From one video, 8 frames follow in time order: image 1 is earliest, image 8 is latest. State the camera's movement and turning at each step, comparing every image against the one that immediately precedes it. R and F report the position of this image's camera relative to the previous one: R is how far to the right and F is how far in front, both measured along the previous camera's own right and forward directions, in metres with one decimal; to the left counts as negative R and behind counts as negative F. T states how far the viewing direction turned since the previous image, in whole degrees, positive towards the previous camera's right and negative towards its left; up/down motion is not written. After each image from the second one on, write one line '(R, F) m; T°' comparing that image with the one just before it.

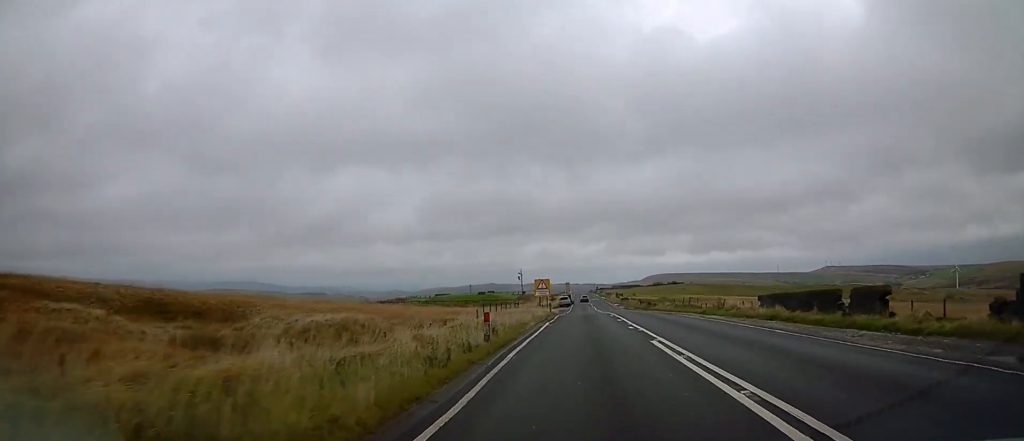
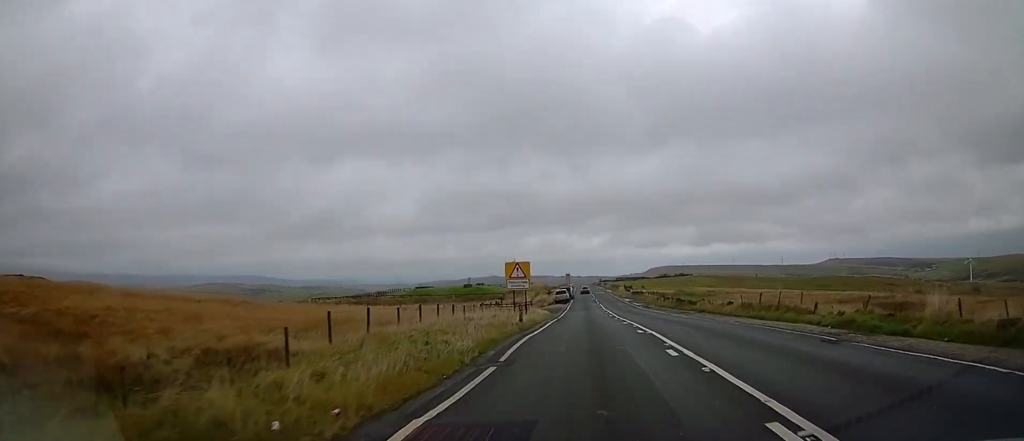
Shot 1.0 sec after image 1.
(0.0, +21.2) m; 0°
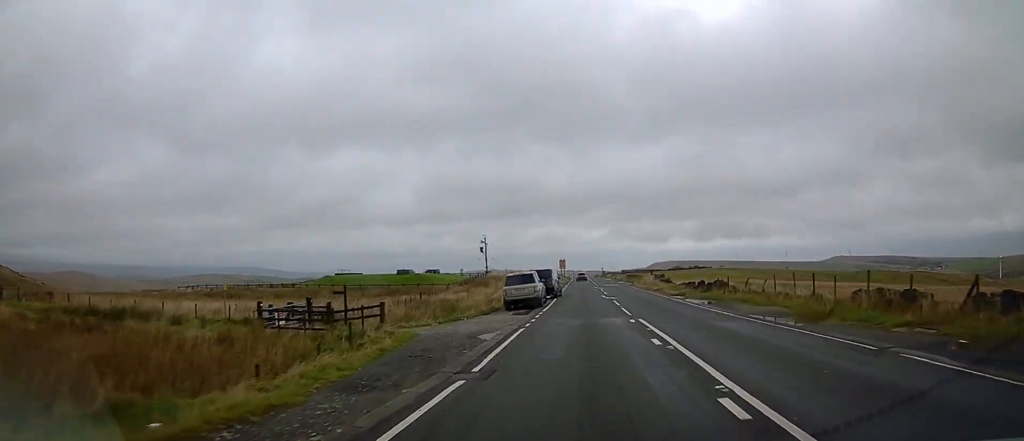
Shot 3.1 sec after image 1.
(+0.1, +47.5) m; 0°
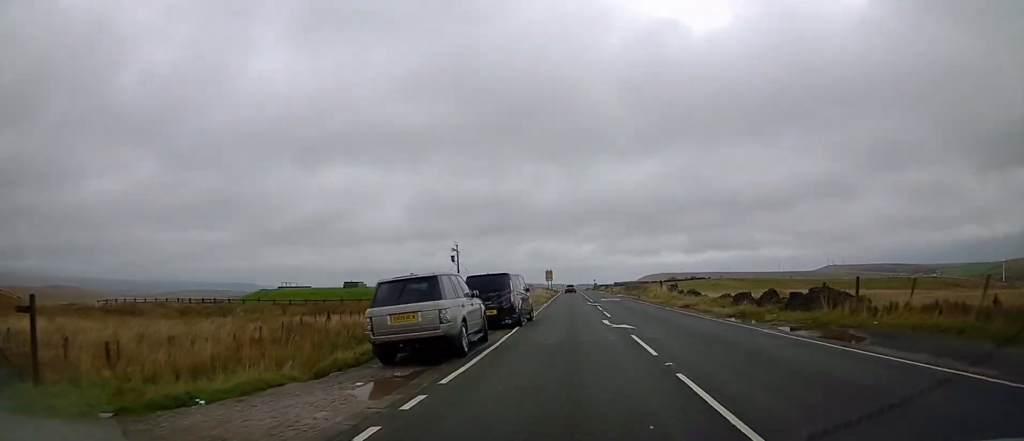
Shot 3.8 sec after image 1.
(0.0, +16.3) m; 0°
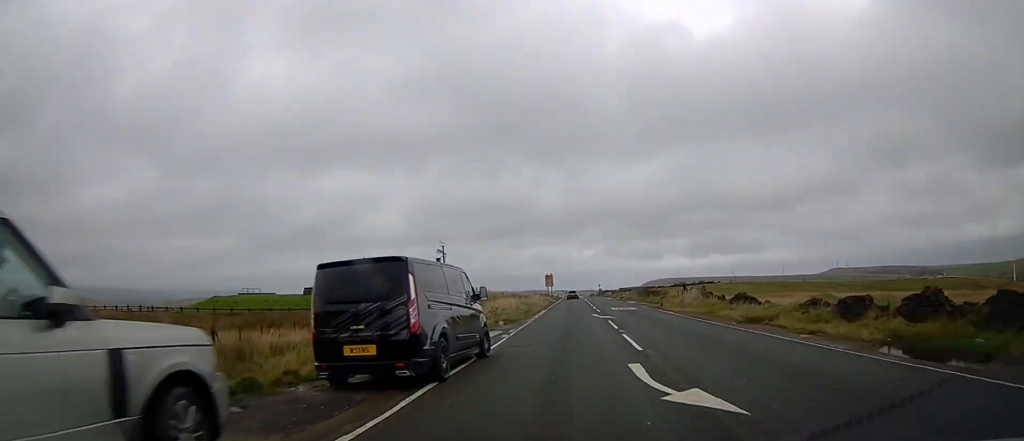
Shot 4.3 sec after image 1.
(+0.1, +11.5) m; 0°
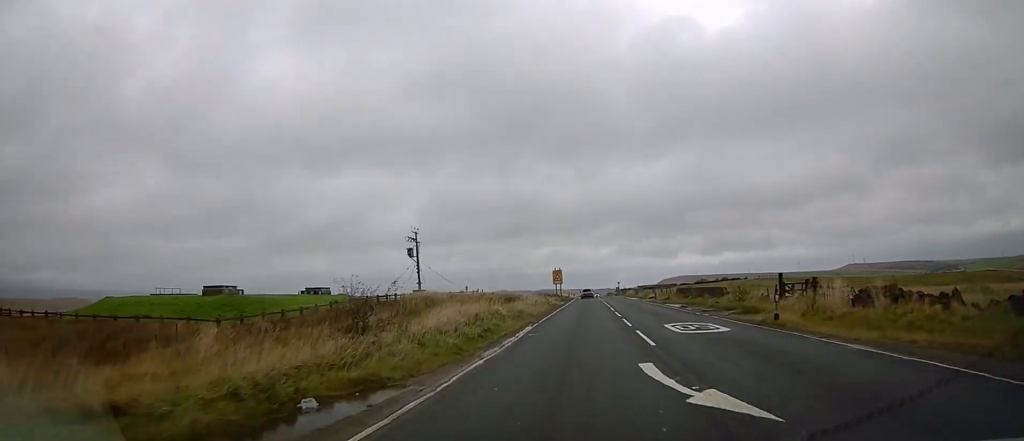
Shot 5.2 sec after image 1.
(-0.1, +19.8) m; -1°
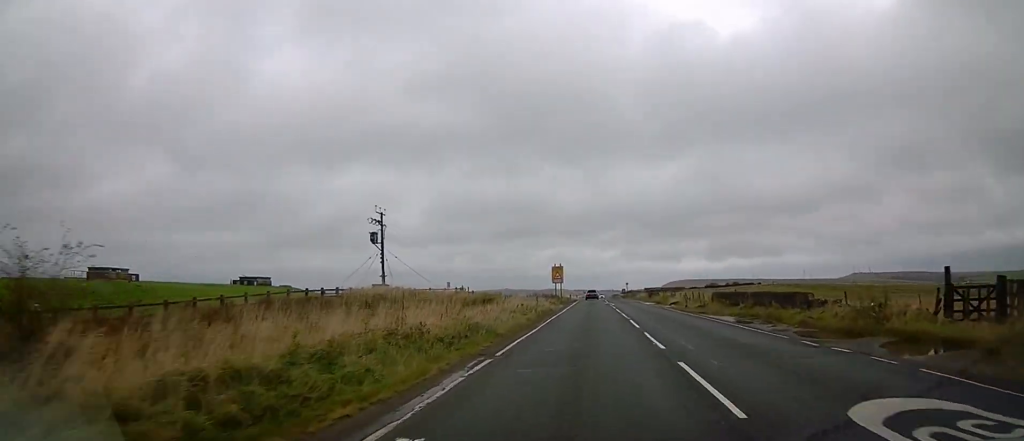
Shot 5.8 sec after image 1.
(0.0, +12.6) m; 0°
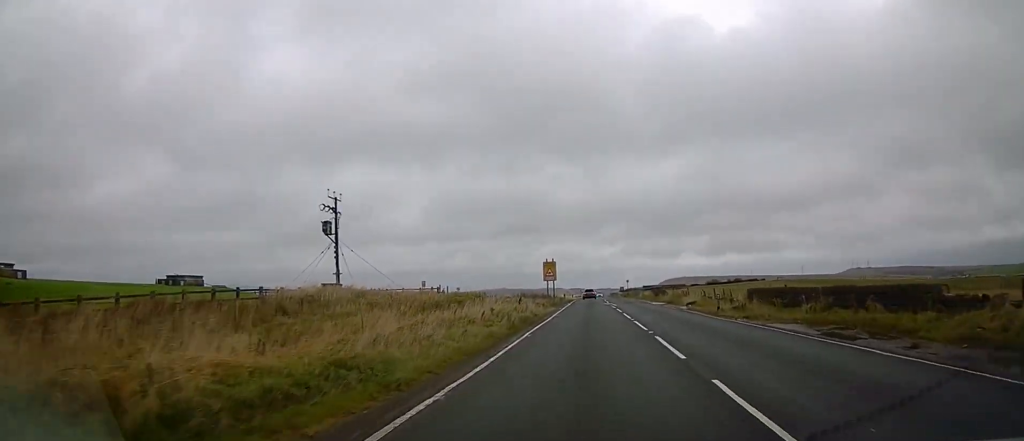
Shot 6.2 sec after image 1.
(0.0, +9.0) m; 0°
